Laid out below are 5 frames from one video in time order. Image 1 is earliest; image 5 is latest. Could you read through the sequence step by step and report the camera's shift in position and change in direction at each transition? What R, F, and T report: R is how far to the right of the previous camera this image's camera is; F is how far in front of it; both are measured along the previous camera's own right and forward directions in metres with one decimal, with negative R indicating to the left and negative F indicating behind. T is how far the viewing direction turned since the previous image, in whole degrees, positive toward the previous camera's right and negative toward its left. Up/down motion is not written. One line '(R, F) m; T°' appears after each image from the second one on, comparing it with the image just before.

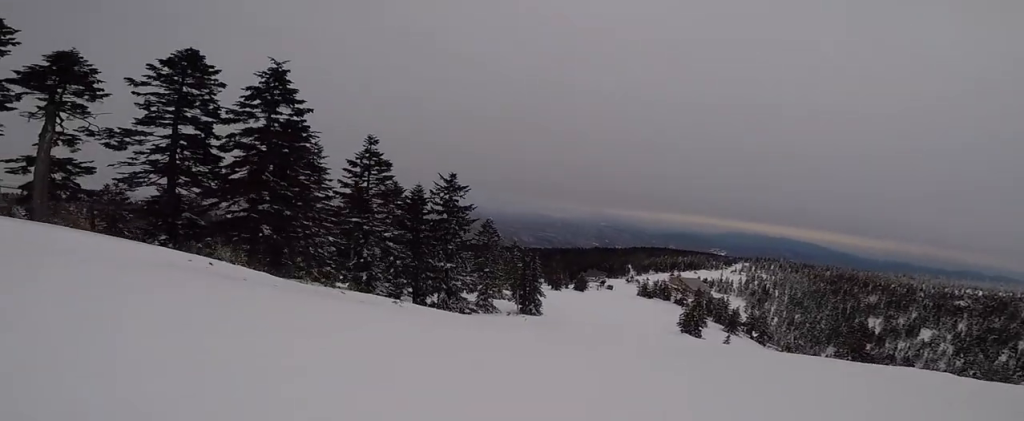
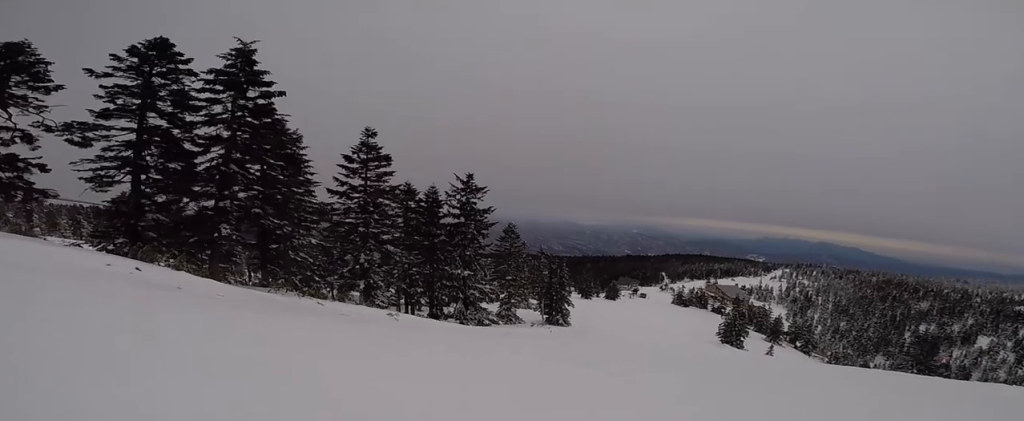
(+0.2, +3.0) m; +10°
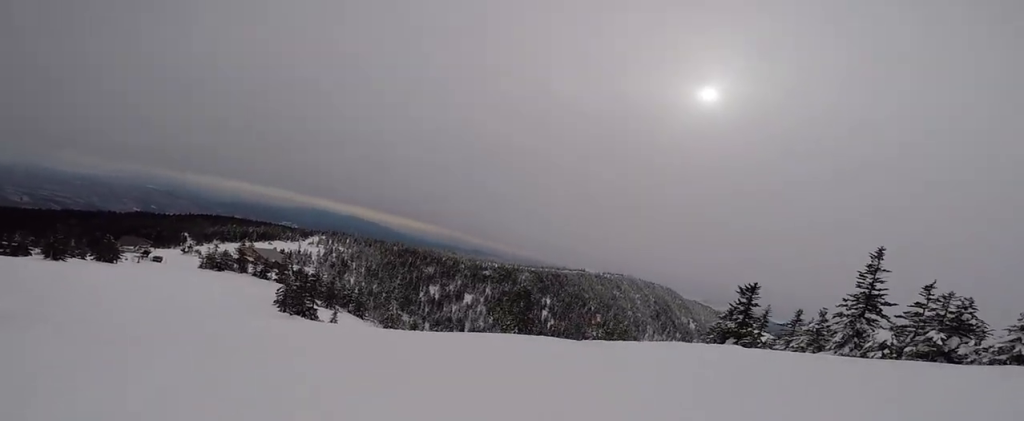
(+14.3, +17.5) m; +36°
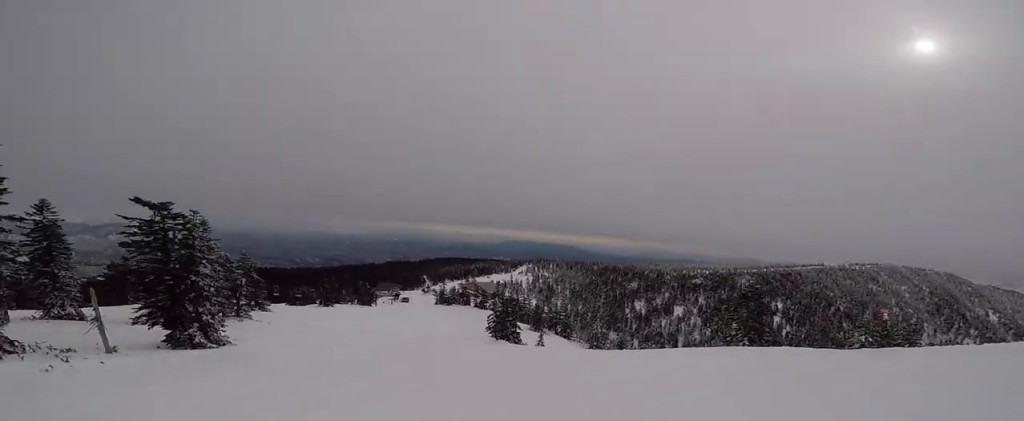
(-1.2, +5.1) m; -25°
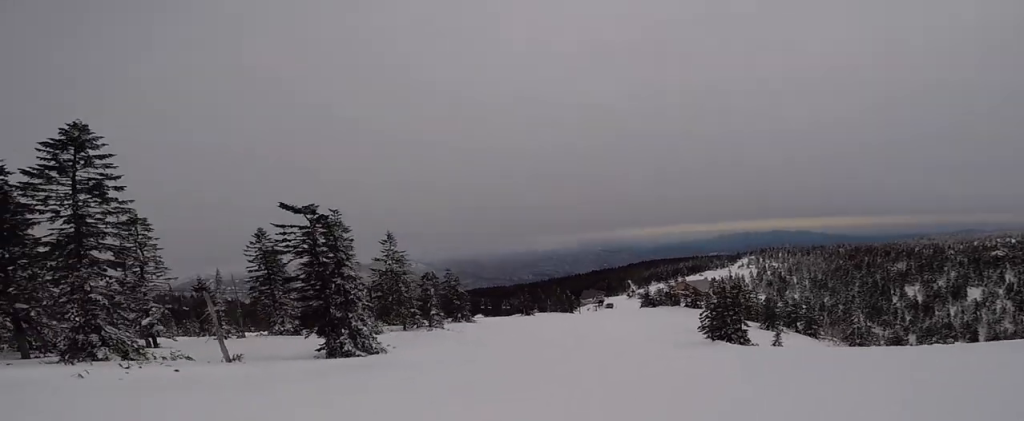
(-2.4, +8.1) m; -19°
